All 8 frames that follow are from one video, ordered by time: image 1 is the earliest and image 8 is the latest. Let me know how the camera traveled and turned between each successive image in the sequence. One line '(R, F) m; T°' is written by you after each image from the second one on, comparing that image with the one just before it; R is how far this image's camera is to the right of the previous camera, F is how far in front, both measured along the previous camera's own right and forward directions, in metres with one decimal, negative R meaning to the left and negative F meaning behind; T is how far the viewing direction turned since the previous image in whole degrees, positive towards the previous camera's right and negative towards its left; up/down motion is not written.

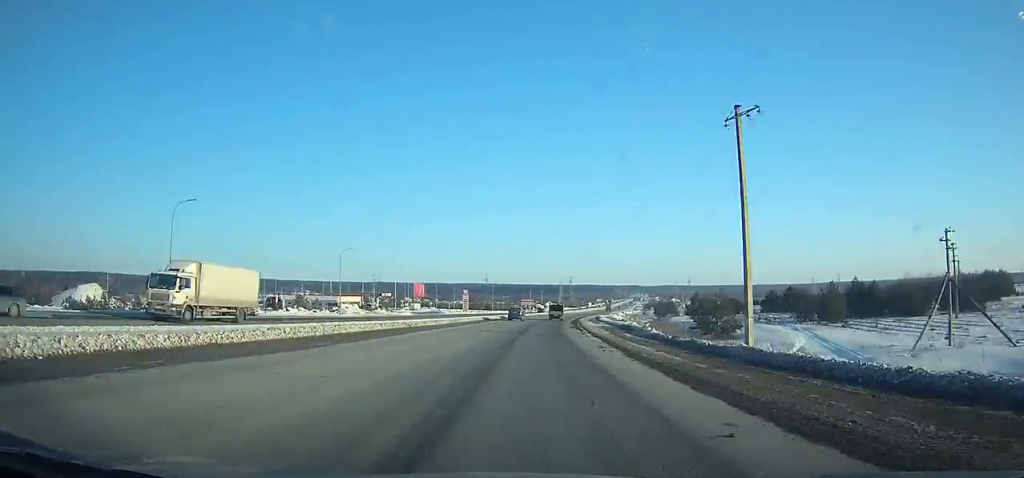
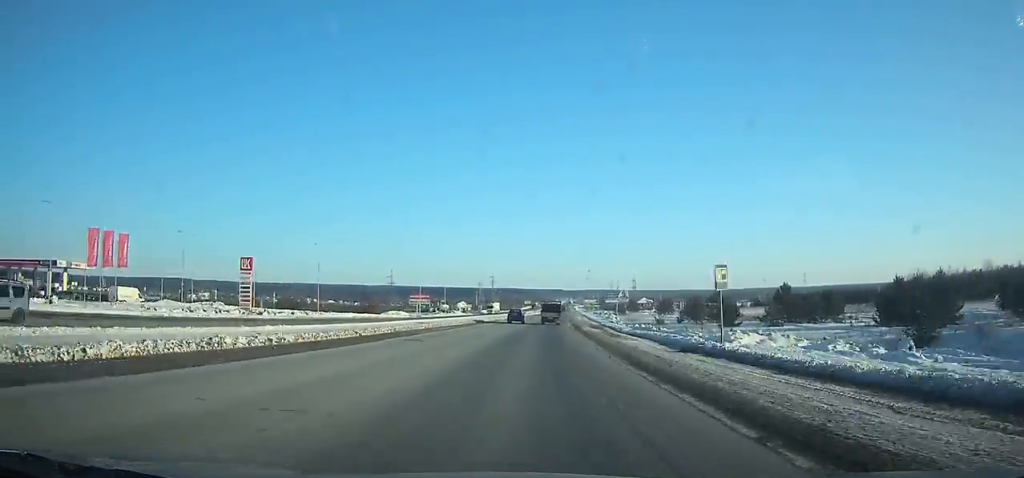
(+8.5, +124.2) m; +7°
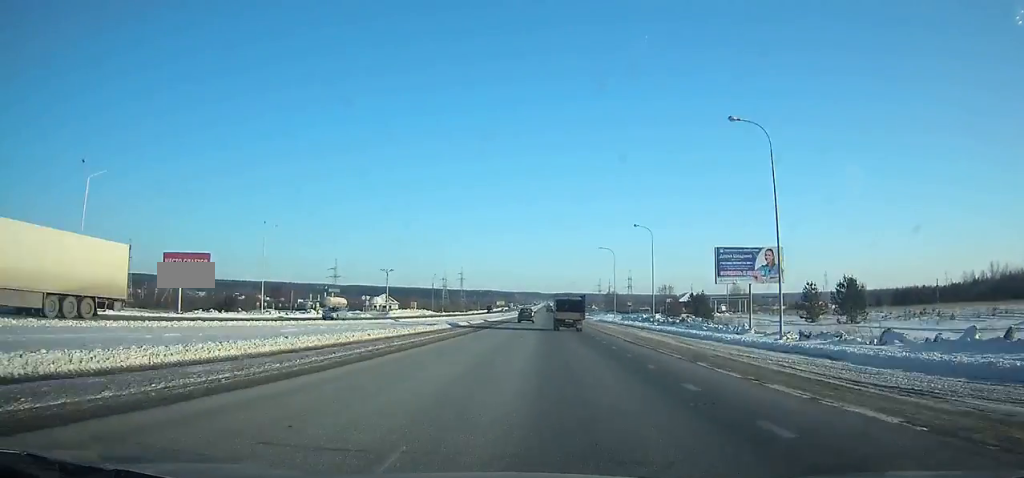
(+4.2, +110.4) m; +3°
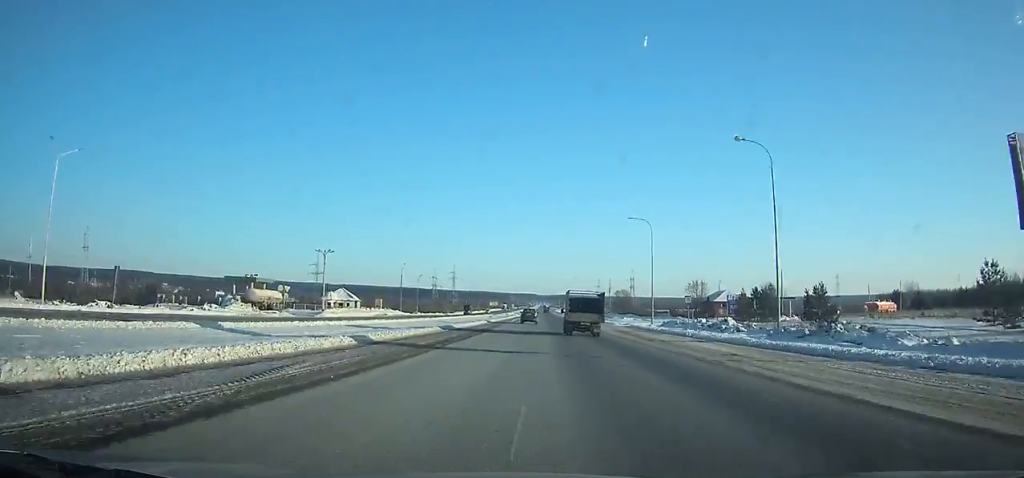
(0.0, +33.1) m; 0°
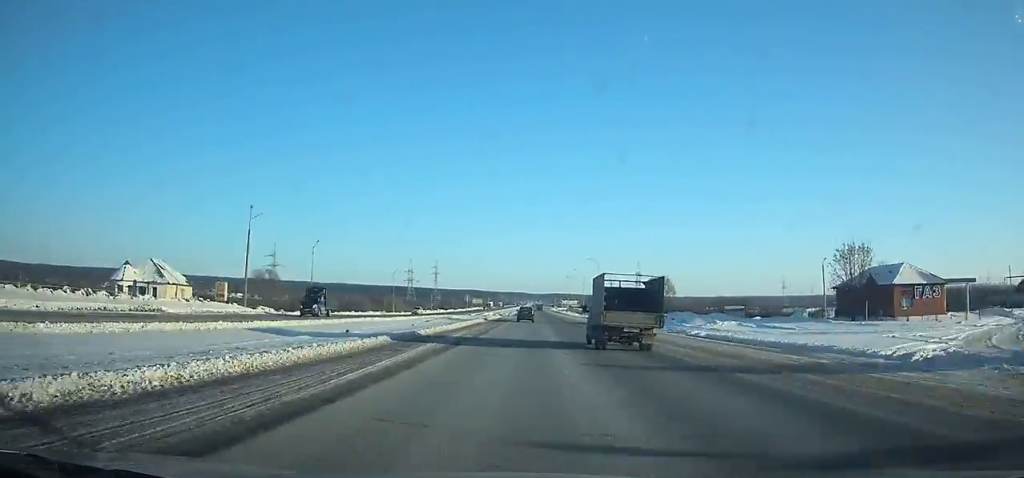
(+0.7, +63.7) m; +1°
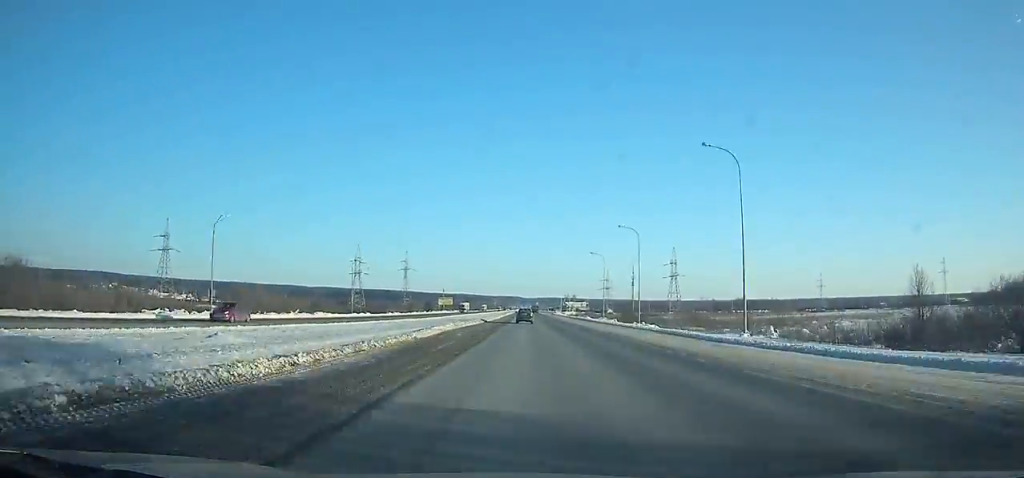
(+0.7, +121.8) m; +1°
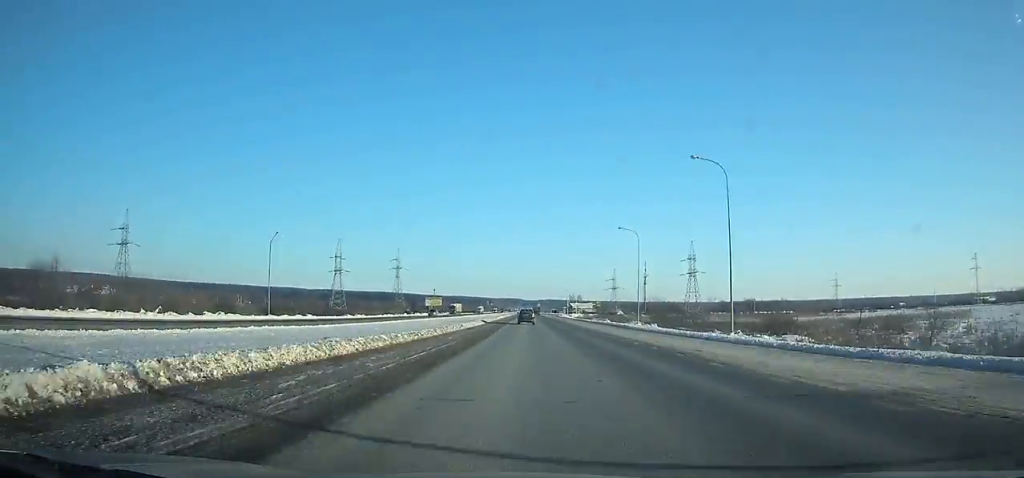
(-0.1, +33.2) m; 0°
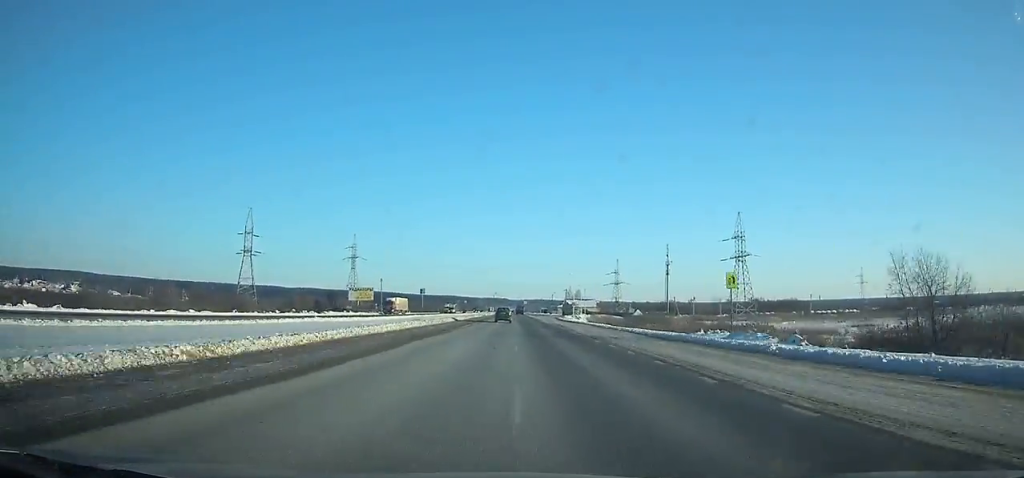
(+0.4, +77.1) m; 0°
